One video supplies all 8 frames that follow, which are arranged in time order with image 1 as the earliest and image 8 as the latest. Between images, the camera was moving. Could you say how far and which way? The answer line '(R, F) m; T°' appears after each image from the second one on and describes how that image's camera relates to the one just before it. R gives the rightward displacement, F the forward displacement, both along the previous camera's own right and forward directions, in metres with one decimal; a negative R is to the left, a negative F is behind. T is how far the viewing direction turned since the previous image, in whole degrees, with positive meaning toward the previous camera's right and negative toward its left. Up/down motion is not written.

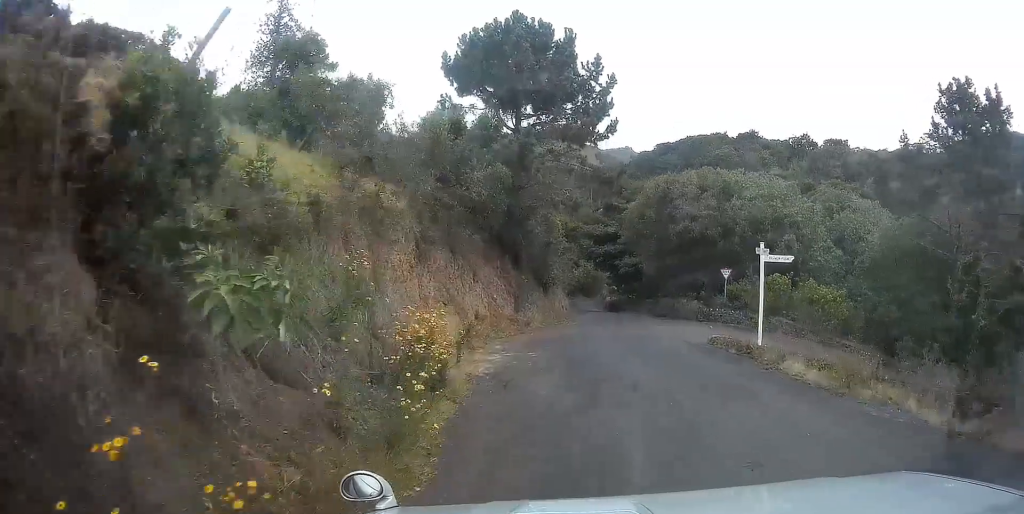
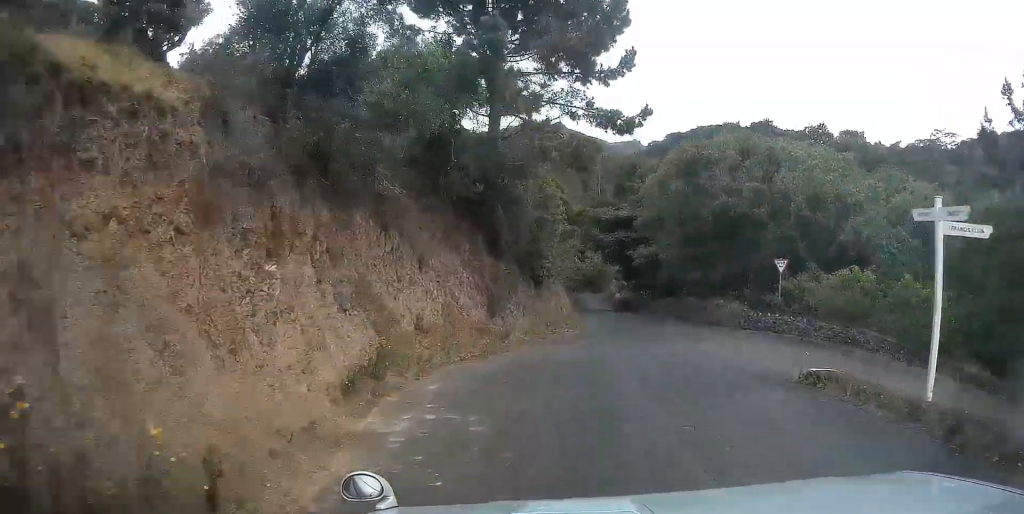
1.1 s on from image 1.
(0.0, +8.1) m; 0°
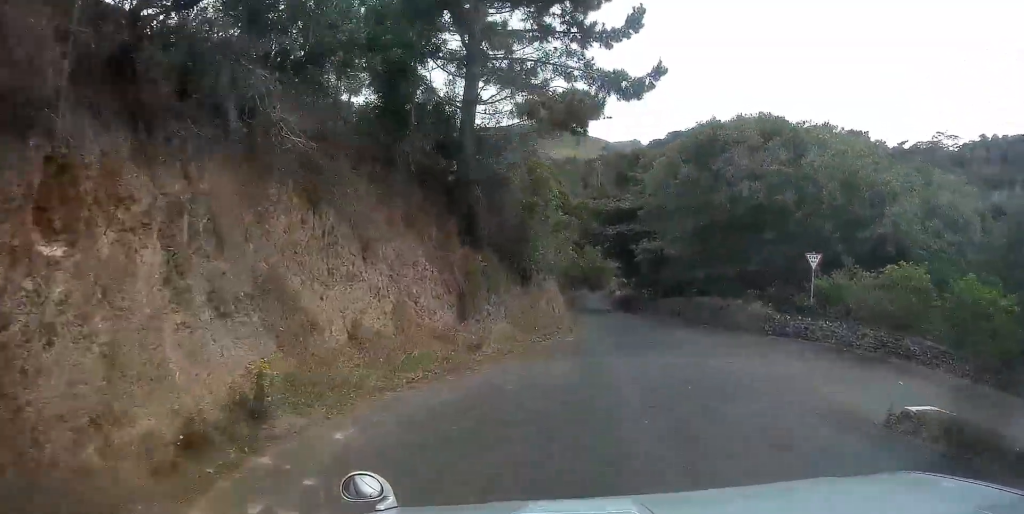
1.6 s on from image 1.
(0.0, +3.9) m; 0°
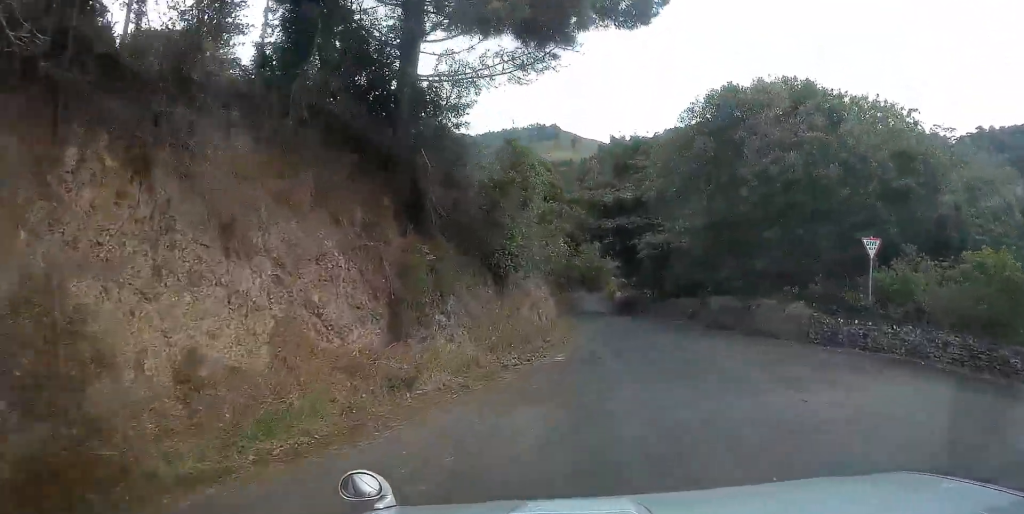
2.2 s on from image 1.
(0.0, +4.5) m; 0°
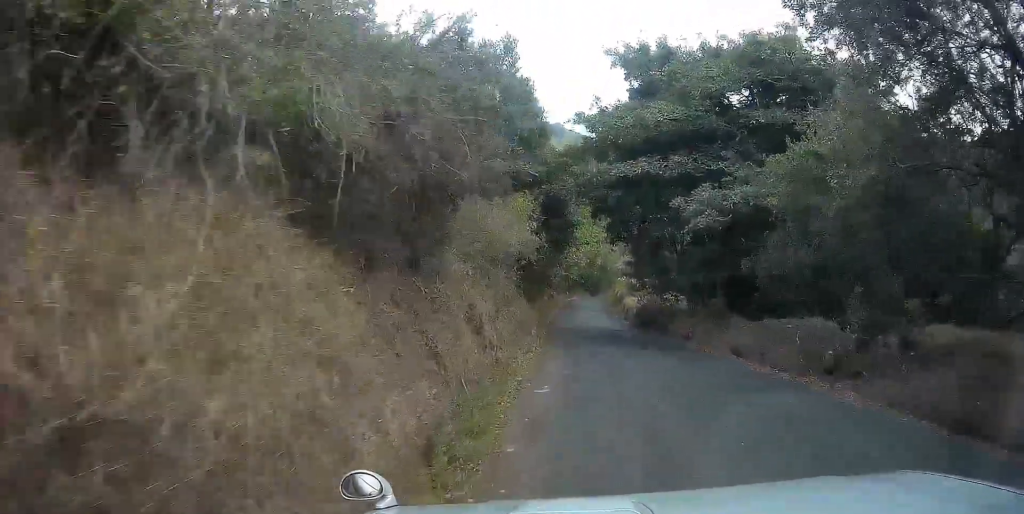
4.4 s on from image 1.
(0.0, +16.3) m; -1°
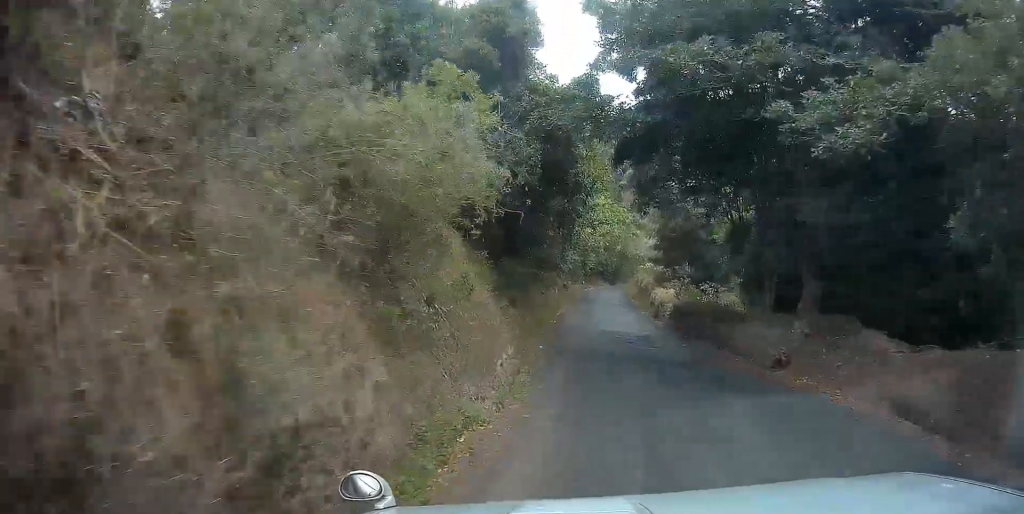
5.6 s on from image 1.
(-0.1, +8.6) m; -1°
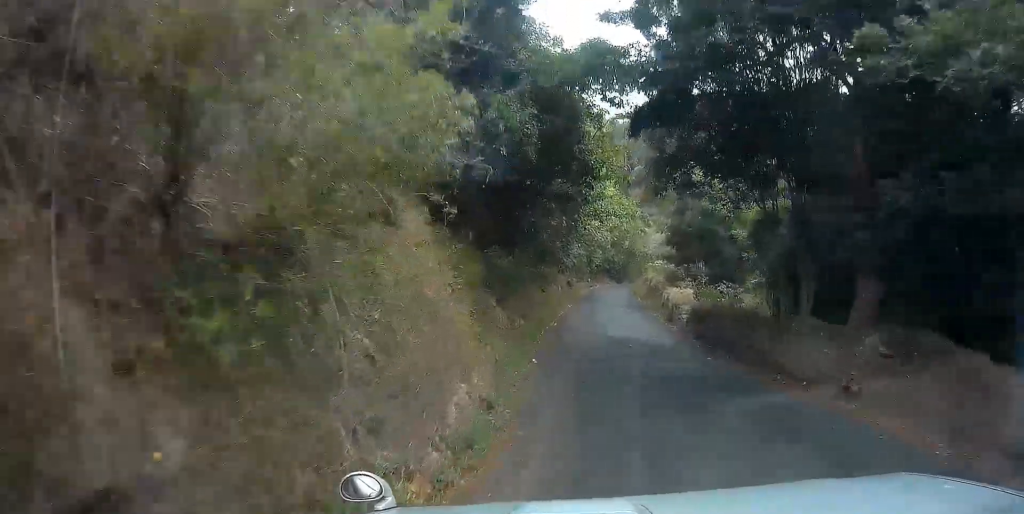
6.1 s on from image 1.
(0.0, +3.1) m; 0°
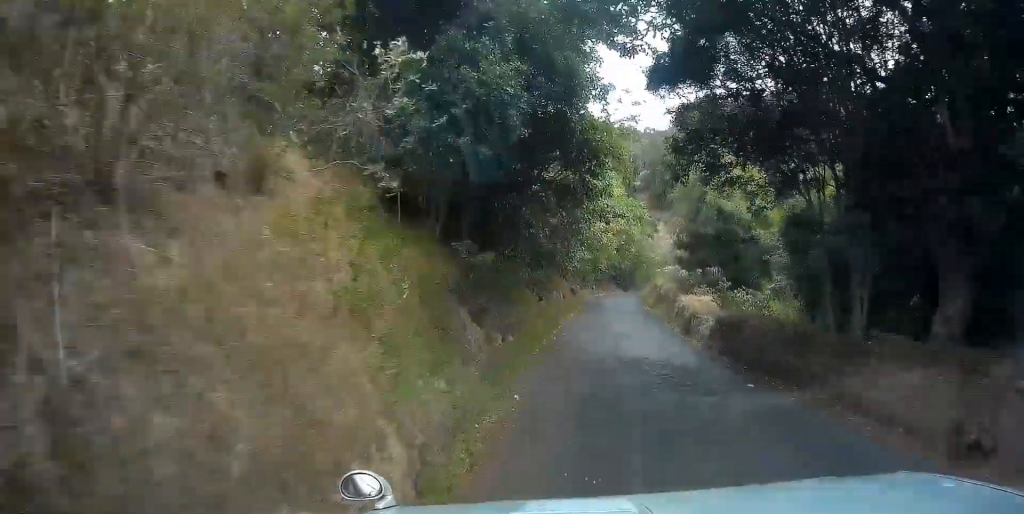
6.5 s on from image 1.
(0.0, +3.0) m; +1°
